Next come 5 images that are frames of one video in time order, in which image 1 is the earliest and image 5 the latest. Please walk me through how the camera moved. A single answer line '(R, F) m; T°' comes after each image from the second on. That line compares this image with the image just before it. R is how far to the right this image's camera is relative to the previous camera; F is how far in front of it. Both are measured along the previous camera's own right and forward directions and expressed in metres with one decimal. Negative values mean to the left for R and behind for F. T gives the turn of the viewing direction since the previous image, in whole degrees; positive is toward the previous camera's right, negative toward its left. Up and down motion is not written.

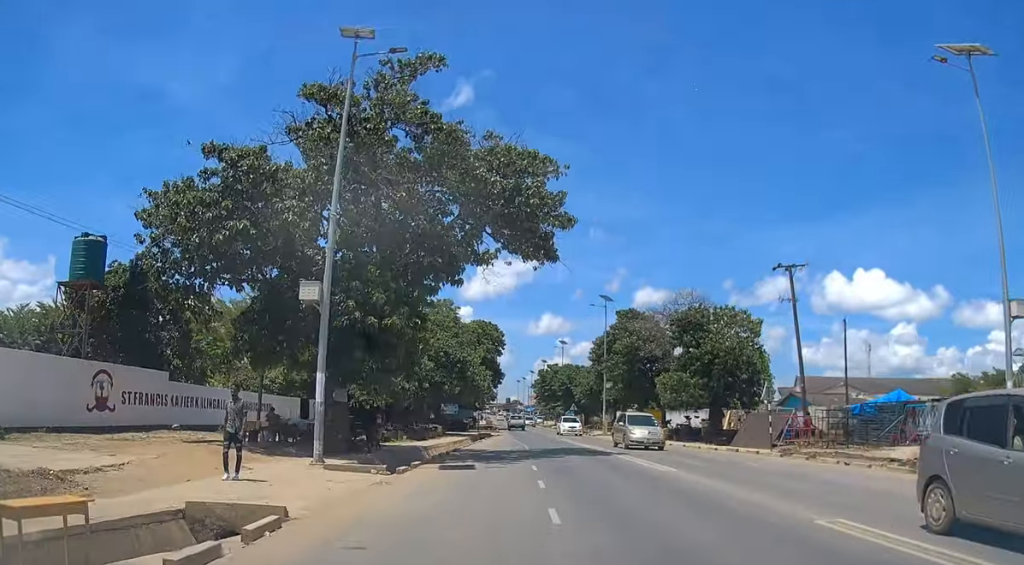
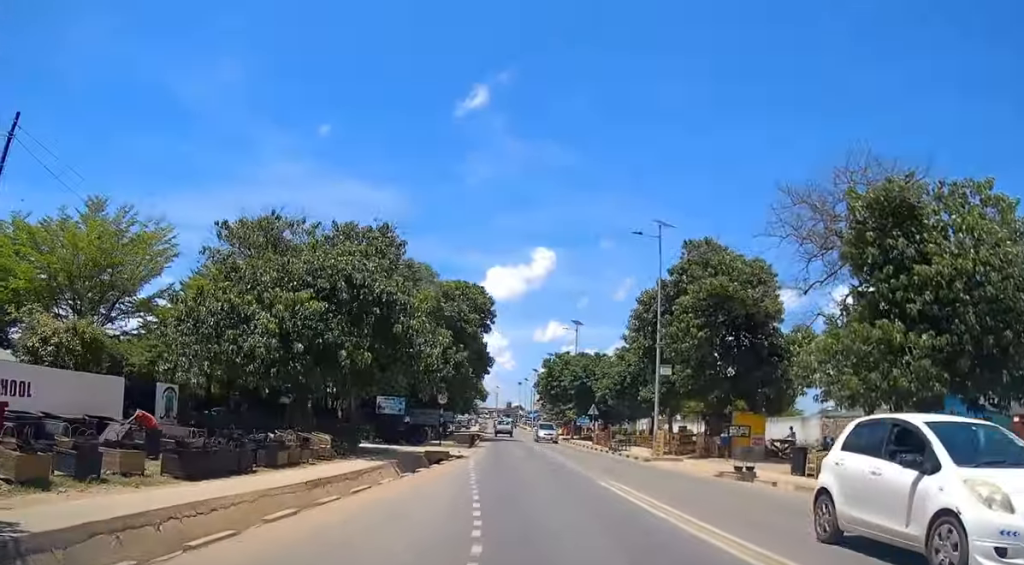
(+0.1, +26.5) m; 0°
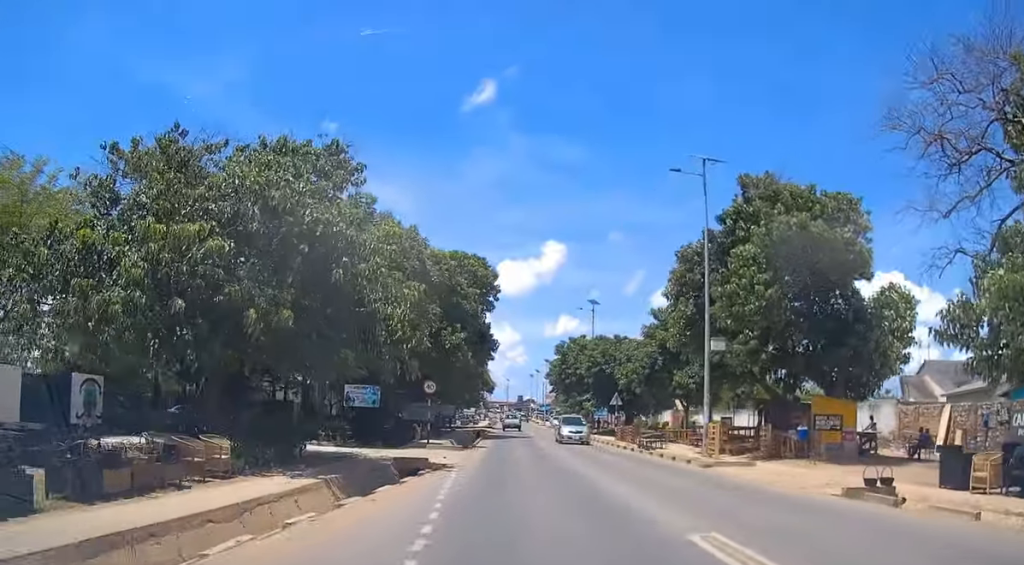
(-0.1, +8.5) m; -1°
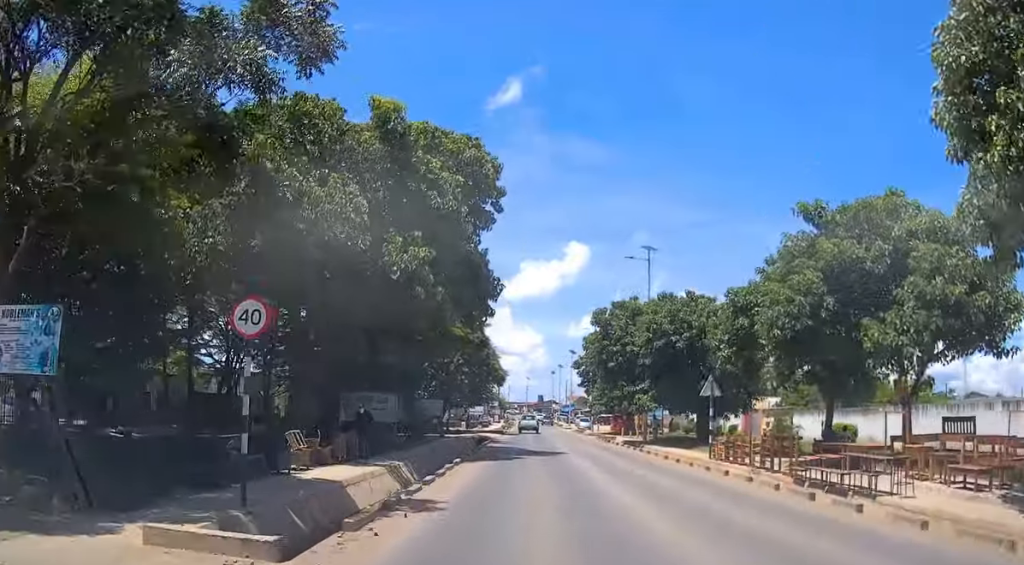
(-0.4, +21.7) m; -2°
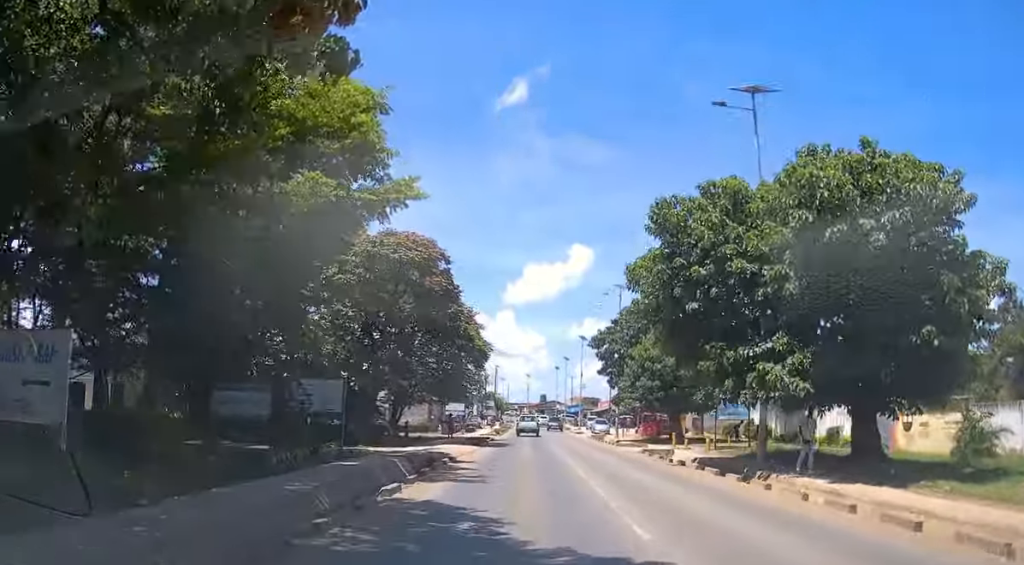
(-0.2, +22.4) m; -1°
